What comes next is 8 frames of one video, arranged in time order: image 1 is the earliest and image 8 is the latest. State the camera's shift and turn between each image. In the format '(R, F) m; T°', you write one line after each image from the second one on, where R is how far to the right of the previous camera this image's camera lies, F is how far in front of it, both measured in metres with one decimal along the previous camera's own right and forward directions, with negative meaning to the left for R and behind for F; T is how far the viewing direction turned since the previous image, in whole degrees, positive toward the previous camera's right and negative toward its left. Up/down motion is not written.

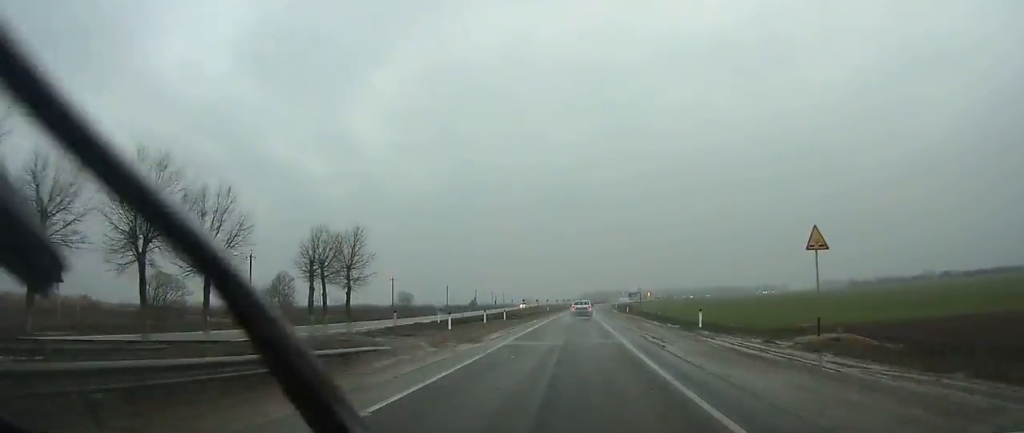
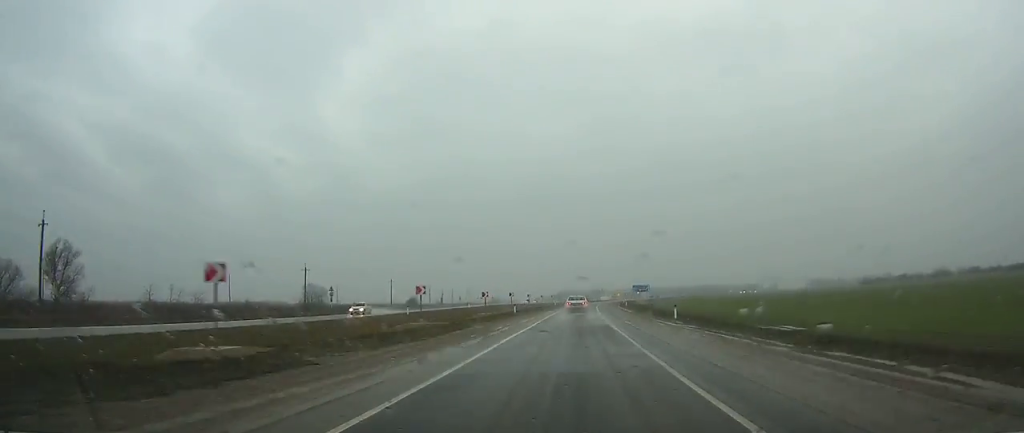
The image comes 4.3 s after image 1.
(+1.8, +91.7) m; +3°
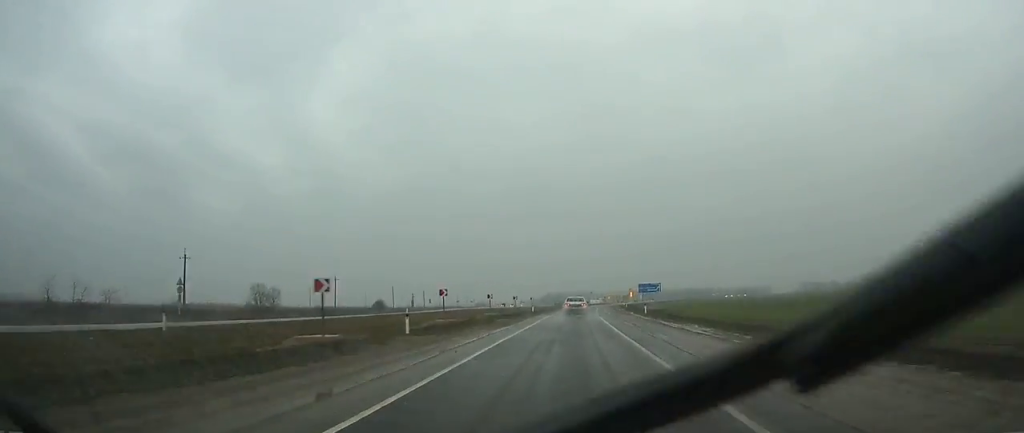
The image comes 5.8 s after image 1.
(+0.3, +32.6) m; +1°
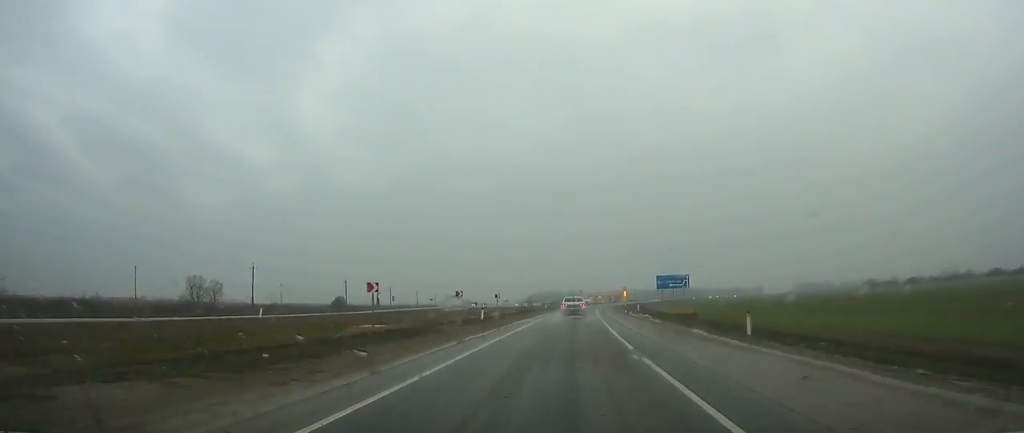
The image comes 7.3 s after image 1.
(+0.3, +32.4) m; +1°
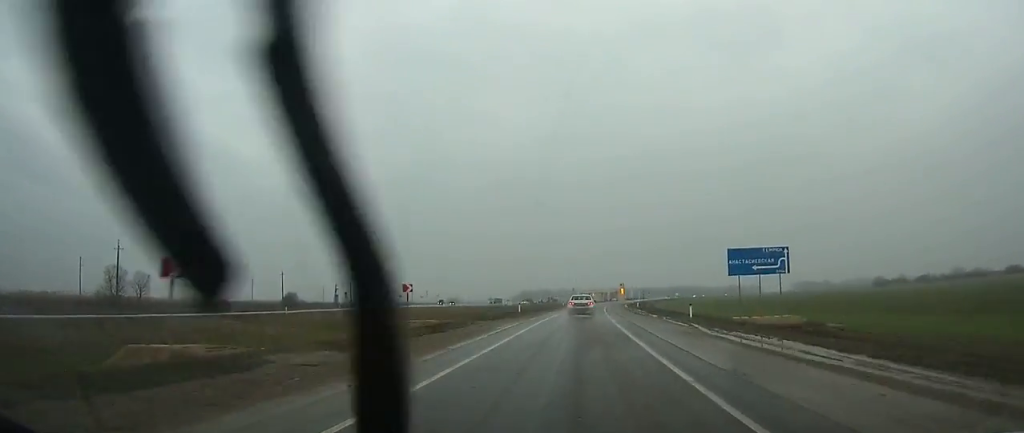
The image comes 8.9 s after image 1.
(+0.3, +33.4) m; +1°
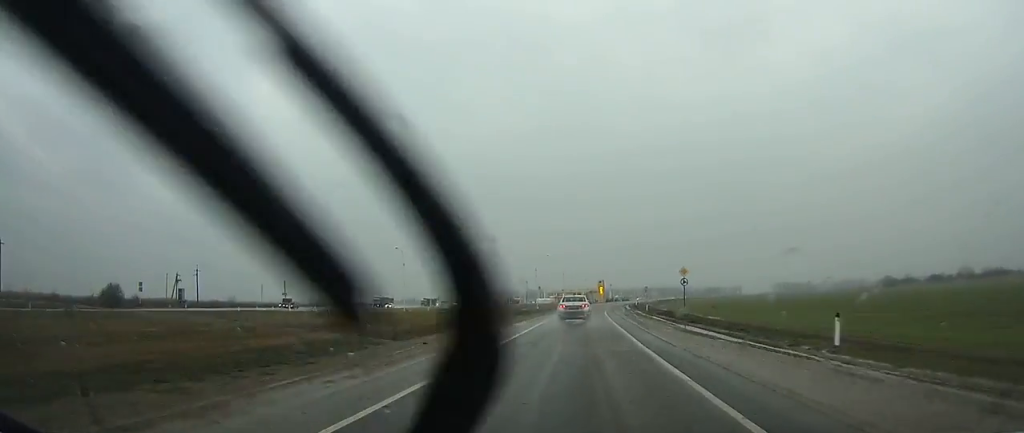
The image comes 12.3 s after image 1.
(+2.1, +68.3) m; +3°
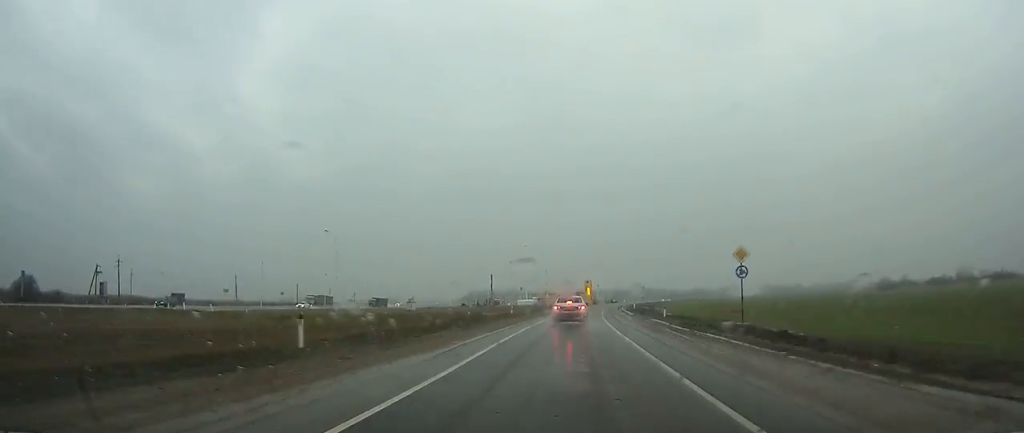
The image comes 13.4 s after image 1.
(+0.2, +20.0) m; +1°
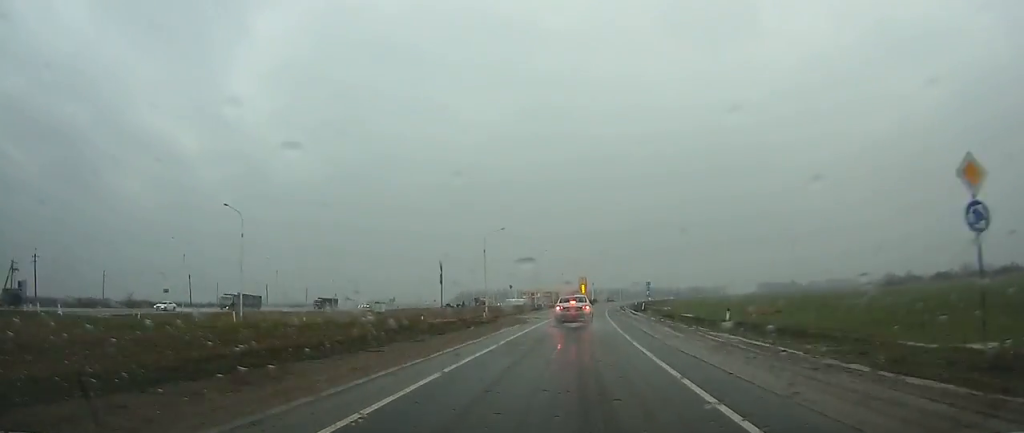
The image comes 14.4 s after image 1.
(+0.1, +18.5) m; +1°
